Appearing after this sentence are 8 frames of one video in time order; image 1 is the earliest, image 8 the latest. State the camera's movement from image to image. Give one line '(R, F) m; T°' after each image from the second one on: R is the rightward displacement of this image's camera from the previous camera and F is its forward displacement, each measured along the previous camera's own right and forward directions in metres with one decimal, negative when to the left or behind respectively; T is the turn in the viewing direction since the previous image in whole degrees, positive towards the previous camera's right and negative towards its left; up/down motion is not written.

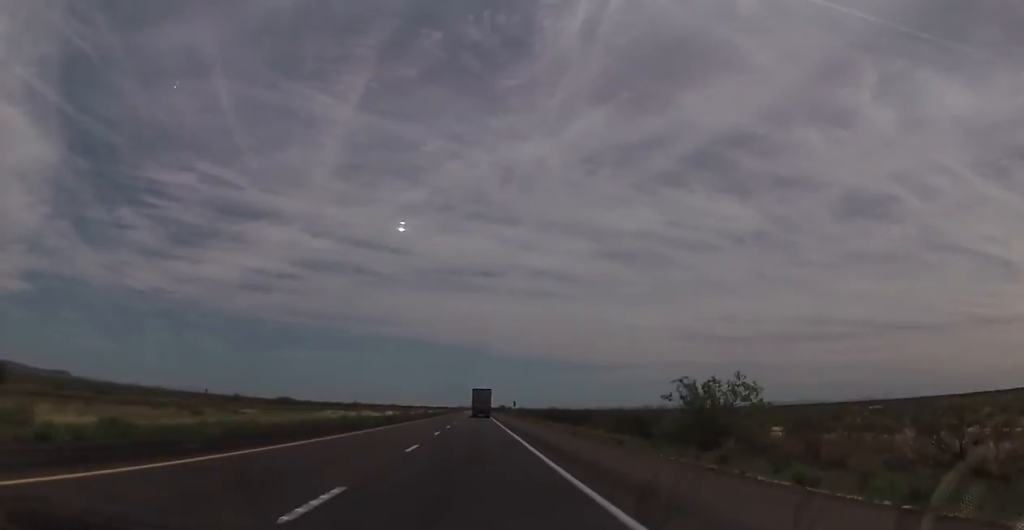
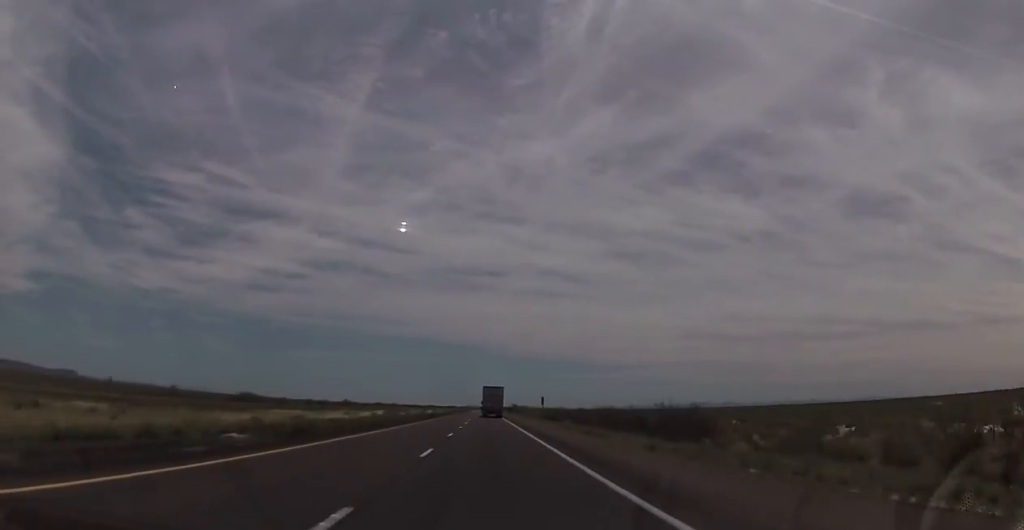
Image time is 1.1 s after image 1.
(-0.4, +38.4) m; 0°
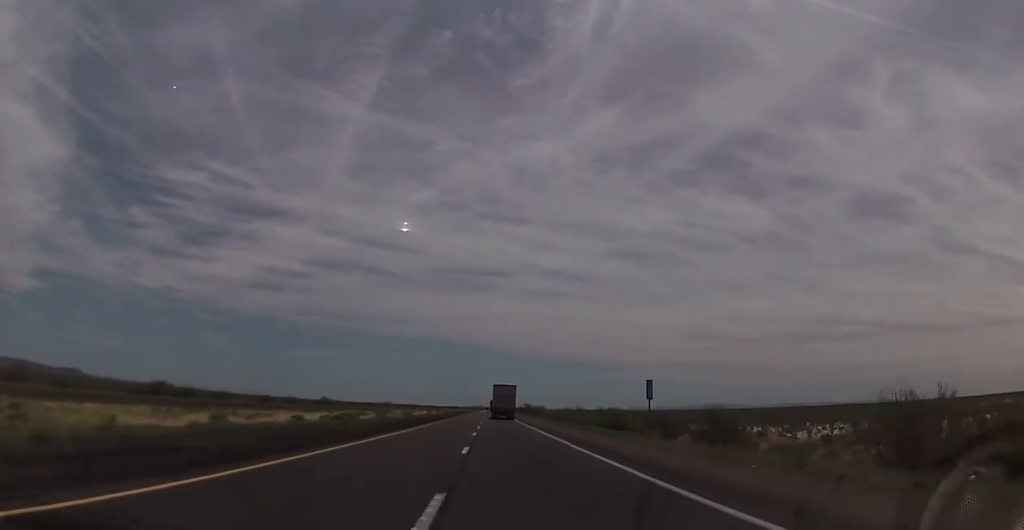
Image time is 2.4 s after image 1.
(+0.4, +46.7) m; 0°
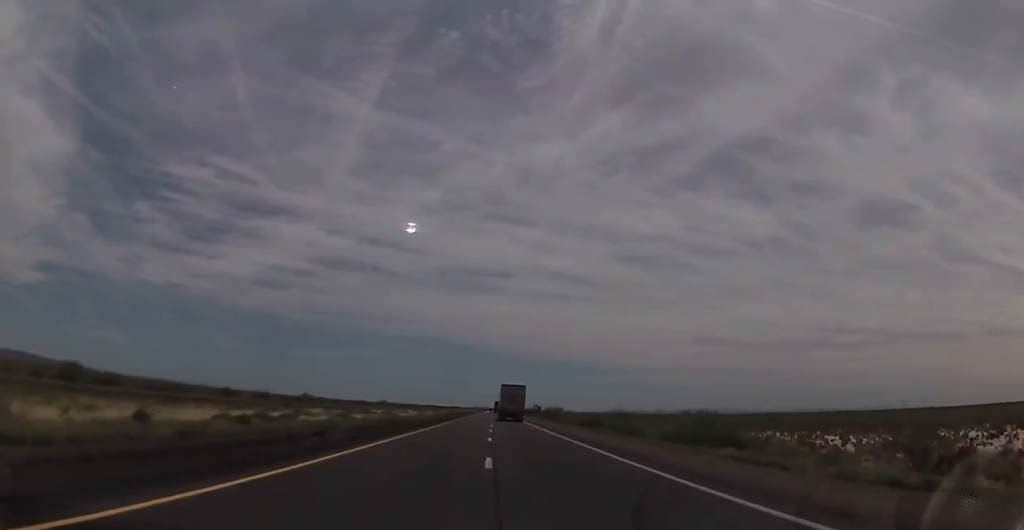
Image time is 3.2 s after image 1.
(-0.3, +28.7) m; -1°
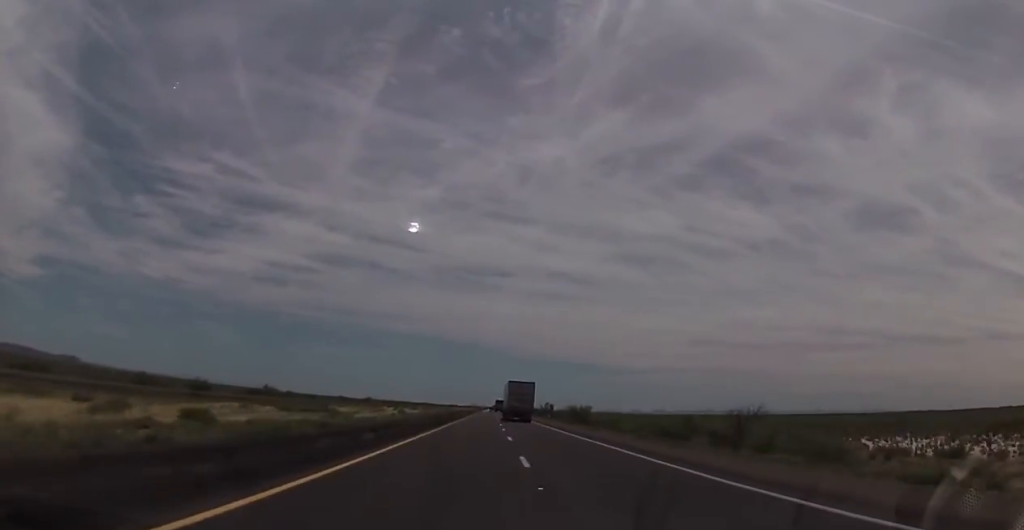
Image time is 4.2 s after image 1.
(0.0, +35.9) m; +1°
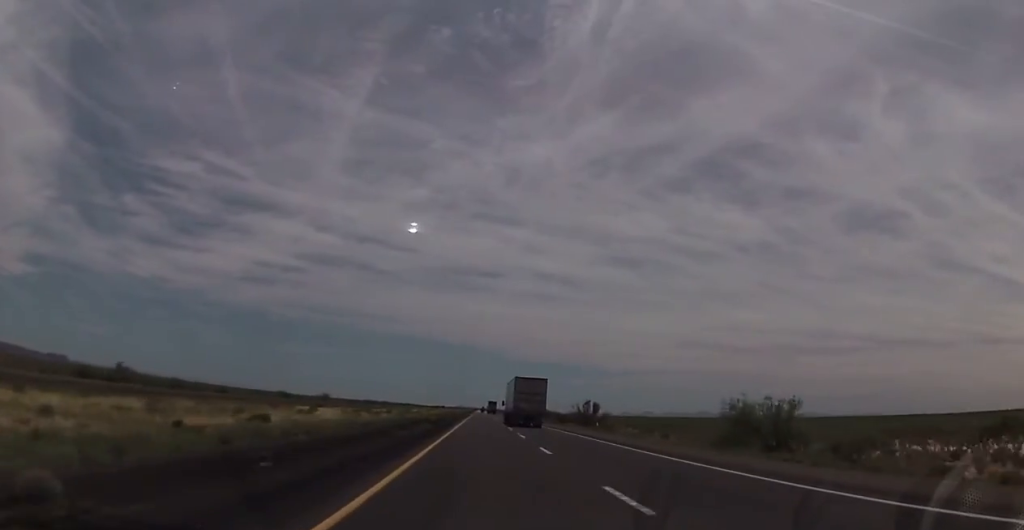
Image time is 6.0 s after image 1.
(0.0, +67.1) m; 0°
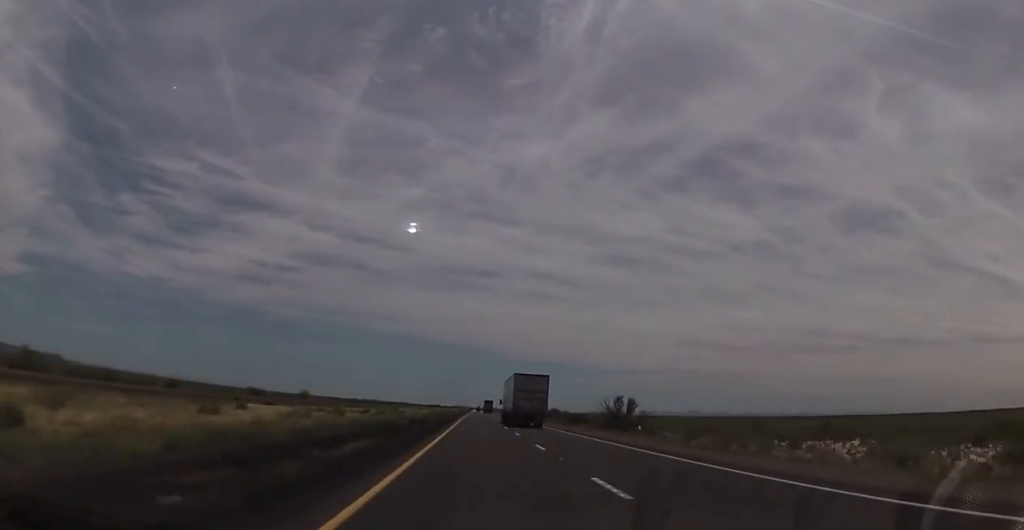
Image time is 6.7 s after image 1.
(+0.2, +22.7) m; +1°
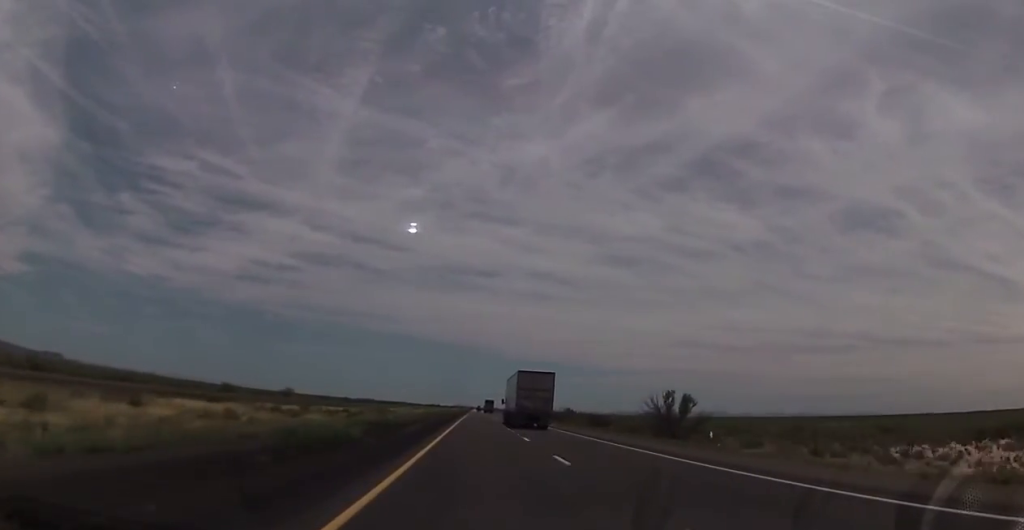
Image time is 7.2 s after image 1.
(+0.1, +17.9) m; 0°
